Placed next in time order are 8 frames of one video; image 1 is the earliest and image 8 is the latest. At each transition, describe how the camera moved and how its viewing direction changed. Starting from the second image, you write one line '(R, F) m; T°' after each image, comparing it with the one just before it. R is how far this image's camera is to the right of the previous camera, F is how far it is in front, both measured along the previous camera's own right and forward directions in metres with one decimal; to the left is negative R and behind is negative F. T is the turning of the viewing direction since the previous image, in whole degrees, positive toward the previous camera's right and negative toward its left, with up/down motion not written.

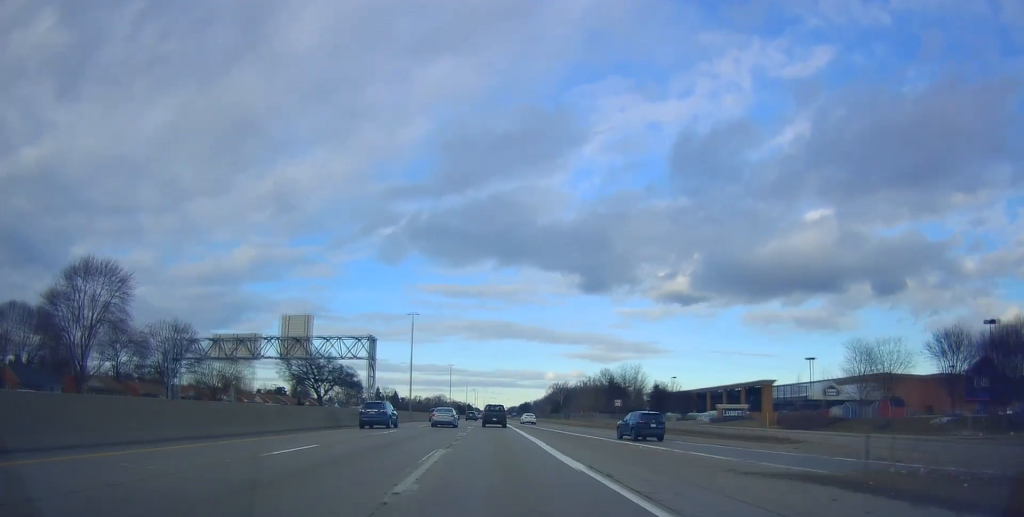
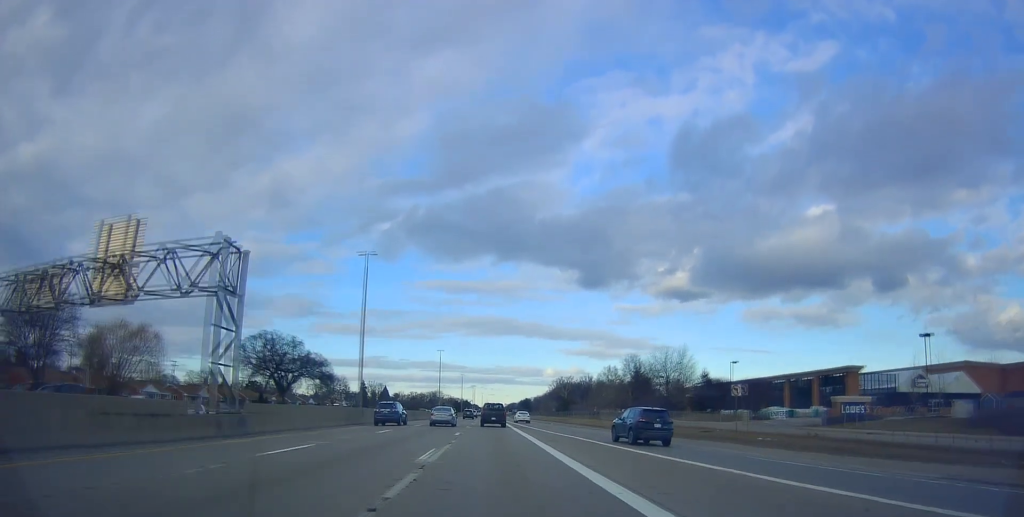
(+0.1, +31.1) m; -1°
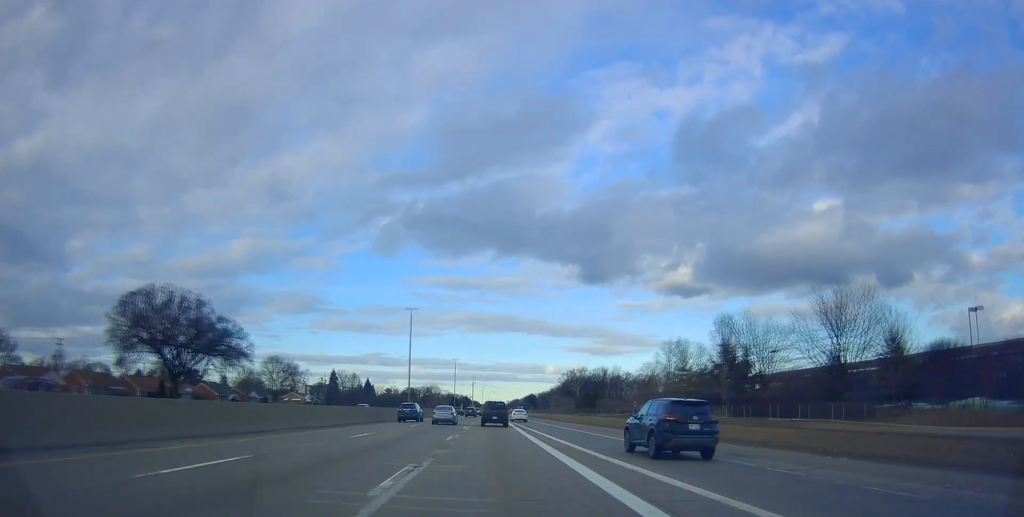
(-1.3, +52.4) m; -1°
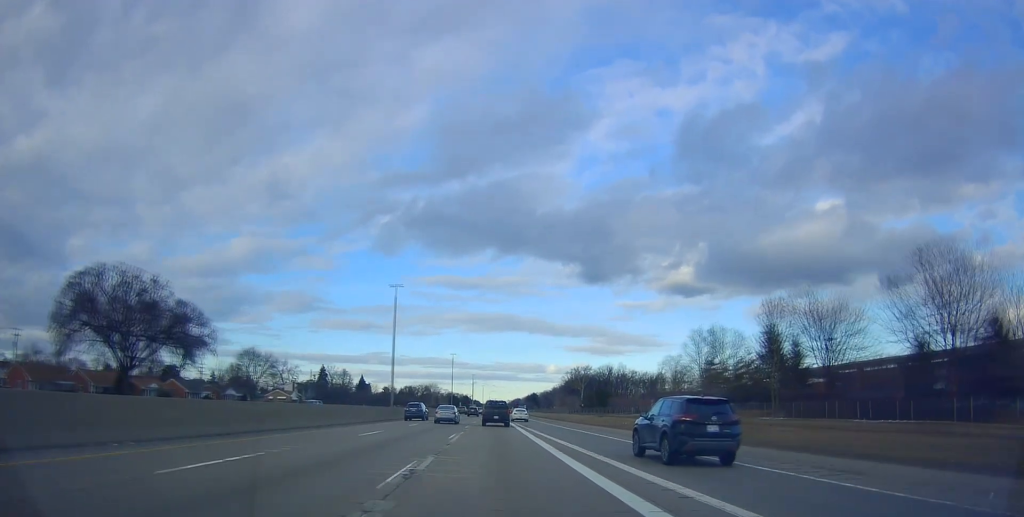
(0.0, +14.8) m; 0°
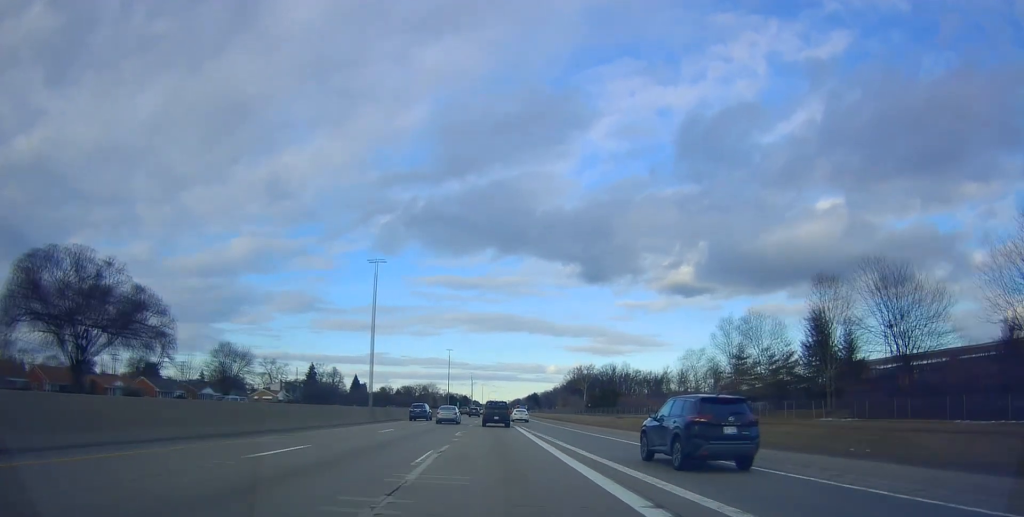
(0.0, +11.9) m; 0°
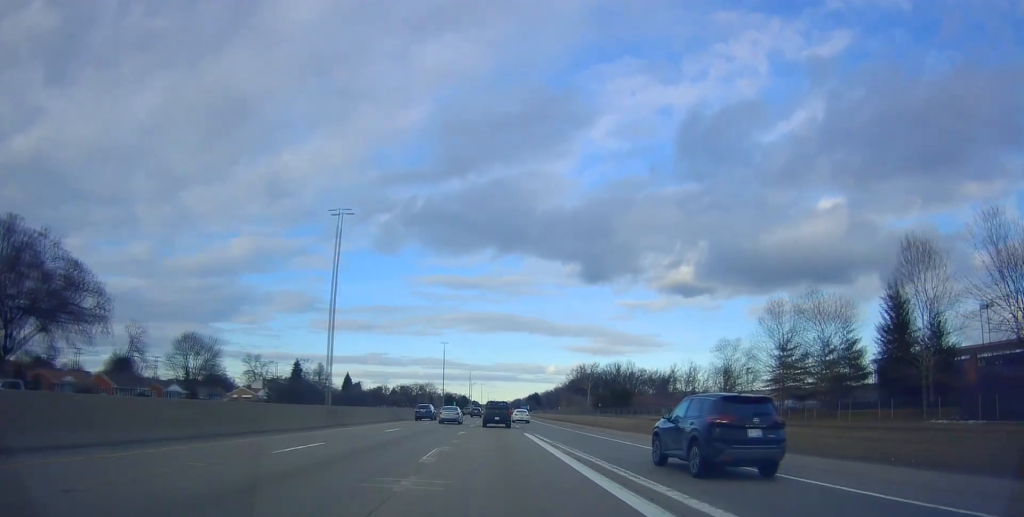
(+0.1, +14.5) m; 0°
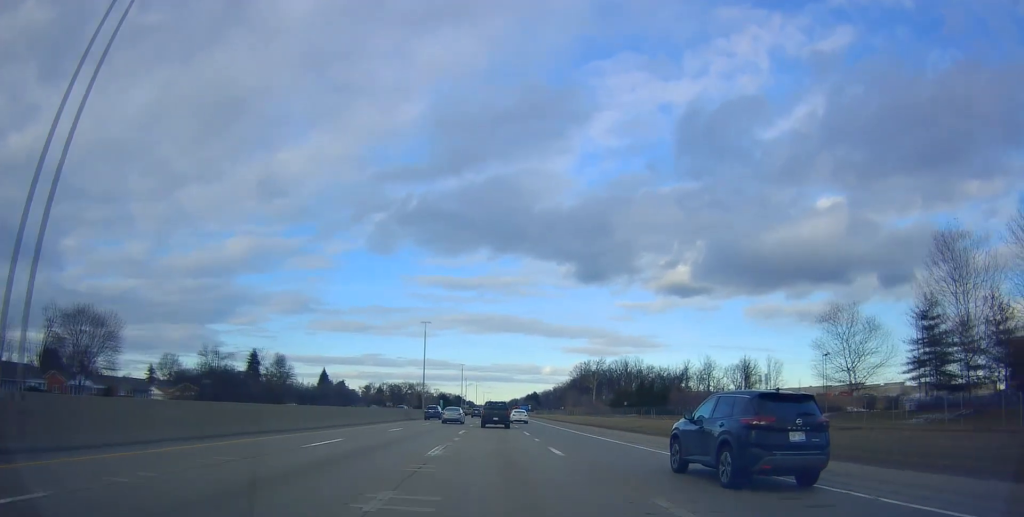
(-0.4, +29.9) m; 0°
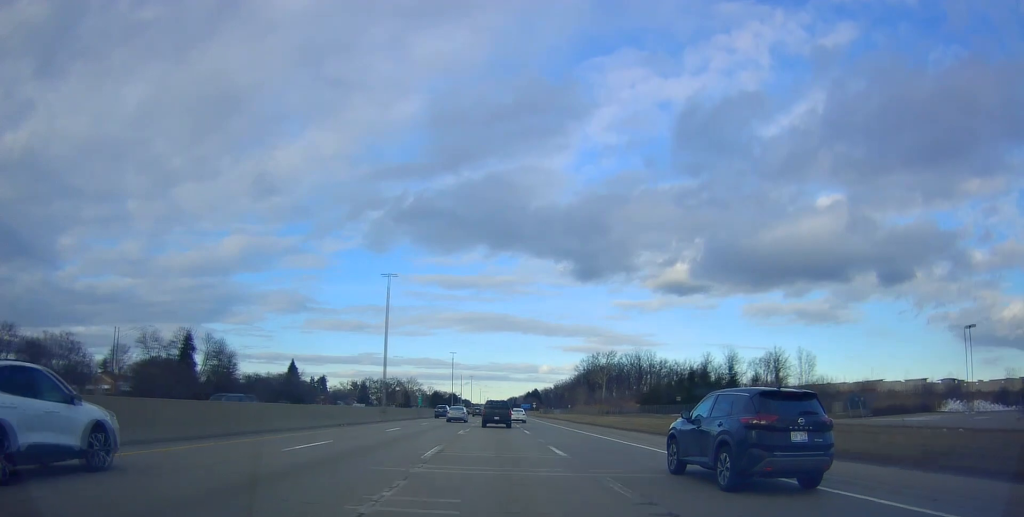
(+0.8, +32.6) m; 0°
